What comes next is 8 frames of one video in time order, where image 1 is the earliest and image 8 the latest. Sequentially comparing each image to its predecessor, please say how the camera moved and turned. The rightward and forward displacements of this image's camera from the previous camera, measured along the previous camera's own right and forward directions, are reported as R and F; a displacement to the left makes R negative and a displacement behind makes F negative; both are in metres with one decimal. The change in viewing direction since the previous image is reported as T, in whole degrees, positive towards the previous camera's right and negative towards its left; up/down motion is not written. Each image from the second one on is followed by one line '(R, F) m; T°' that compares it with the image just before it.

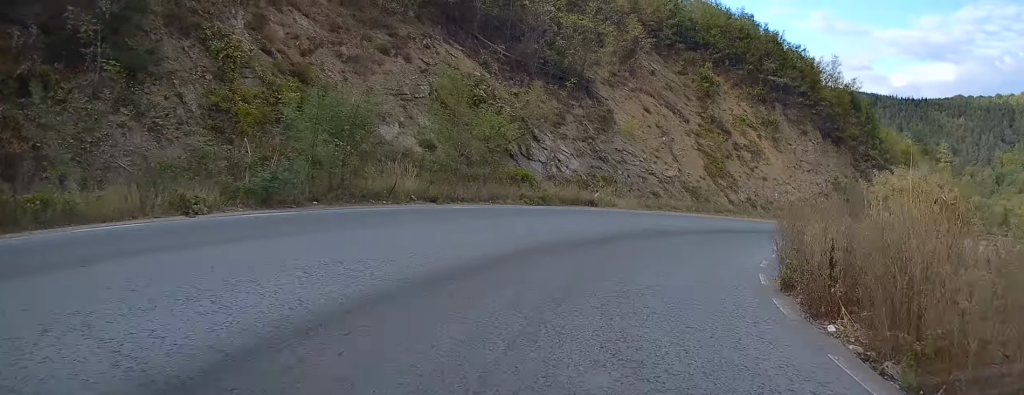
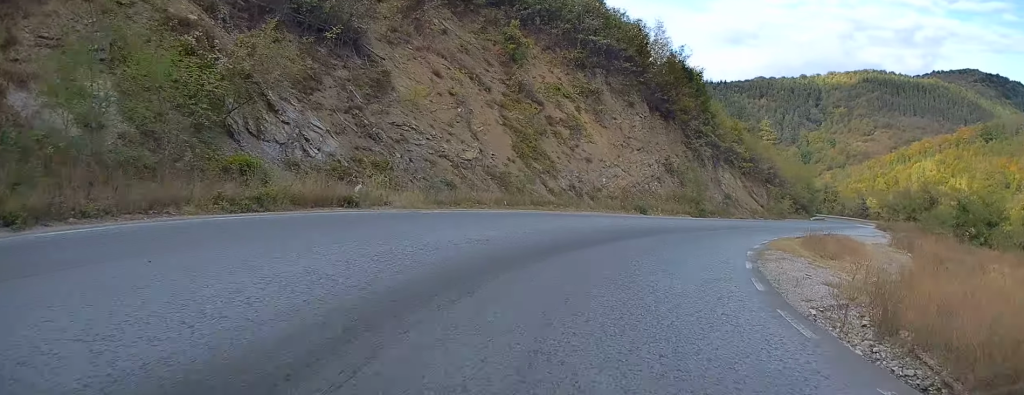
(+2.0, +13.2) m; +17°
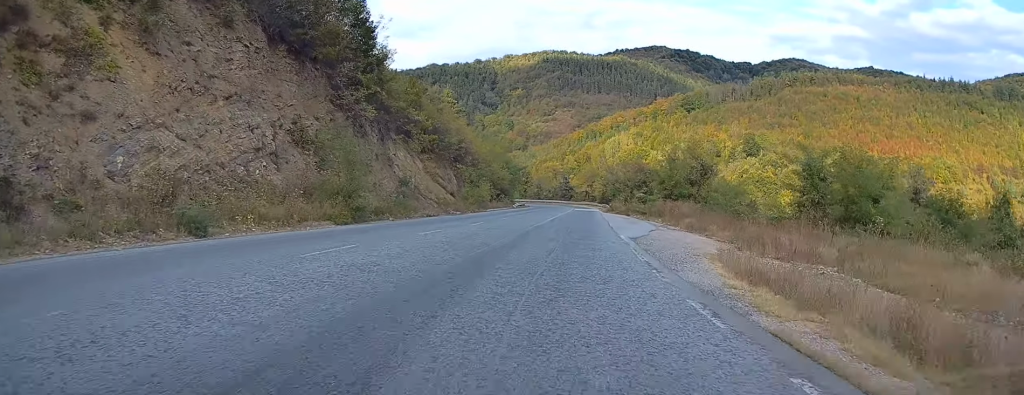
(+8.1, +26.4) m; +30°
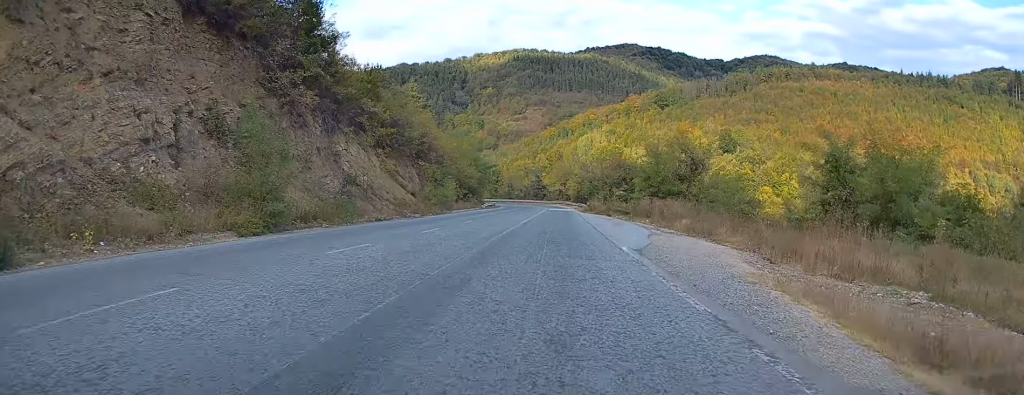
(+0.2, +6.7) m; +4°
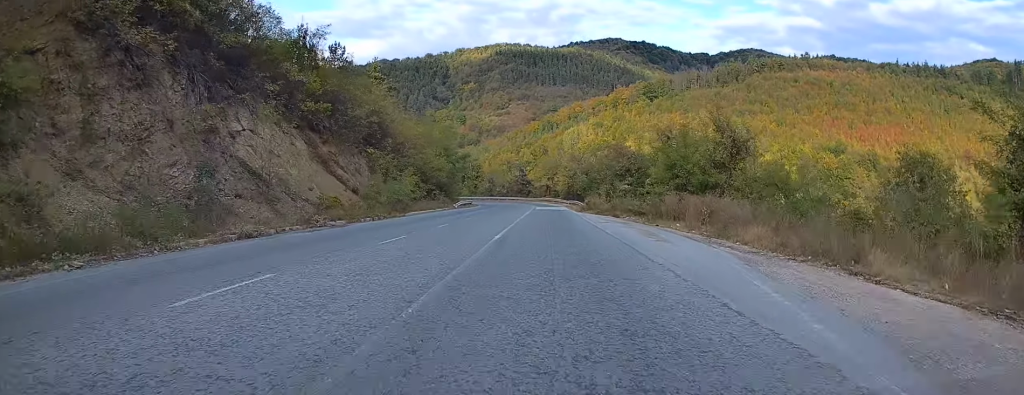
(+1.2, +14.9) m; +7°
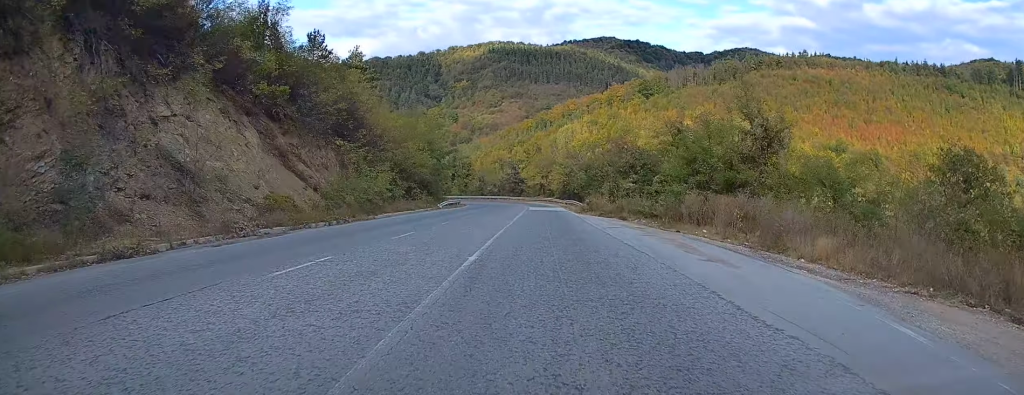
(+0.2, +6.8) m; +2°
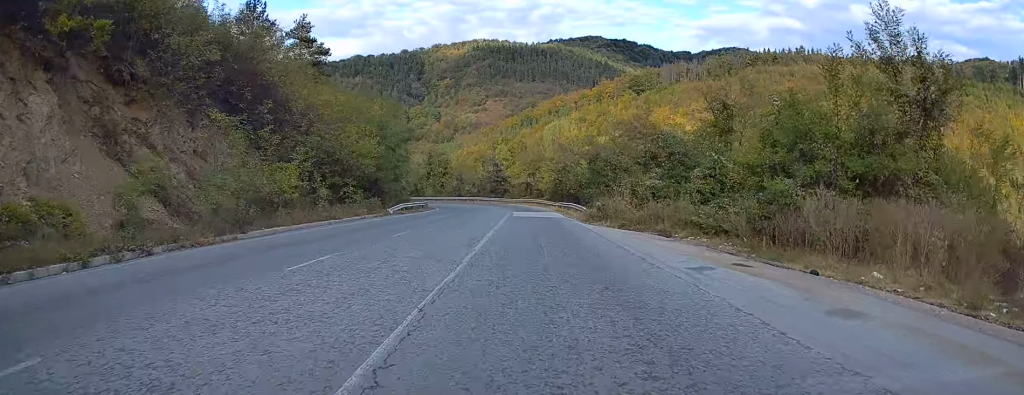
(+0.5, +16.7) m; +2°
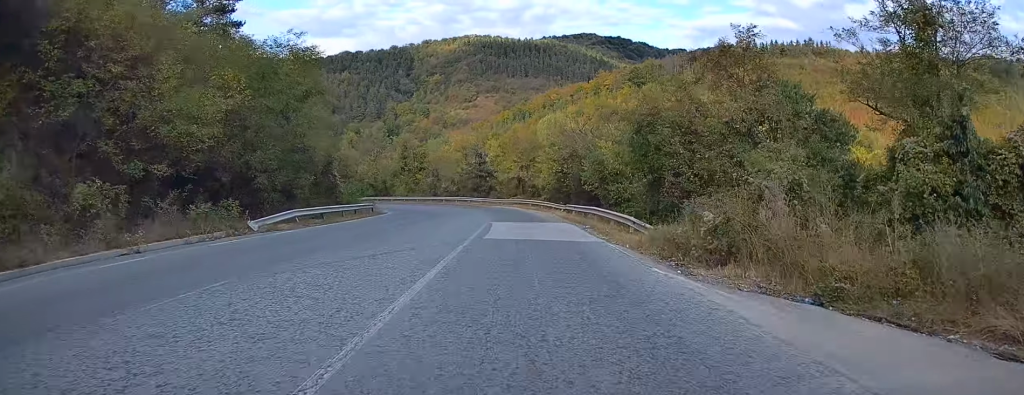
(+0.1, +22.2) m; 0°
